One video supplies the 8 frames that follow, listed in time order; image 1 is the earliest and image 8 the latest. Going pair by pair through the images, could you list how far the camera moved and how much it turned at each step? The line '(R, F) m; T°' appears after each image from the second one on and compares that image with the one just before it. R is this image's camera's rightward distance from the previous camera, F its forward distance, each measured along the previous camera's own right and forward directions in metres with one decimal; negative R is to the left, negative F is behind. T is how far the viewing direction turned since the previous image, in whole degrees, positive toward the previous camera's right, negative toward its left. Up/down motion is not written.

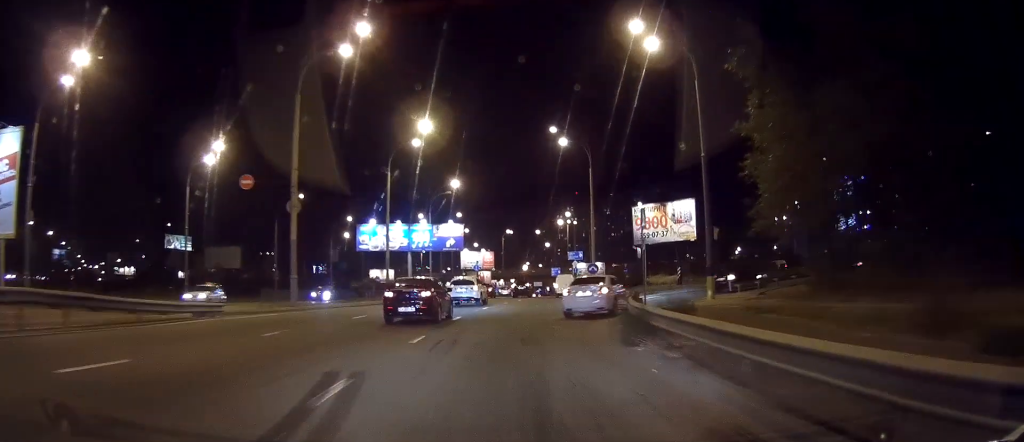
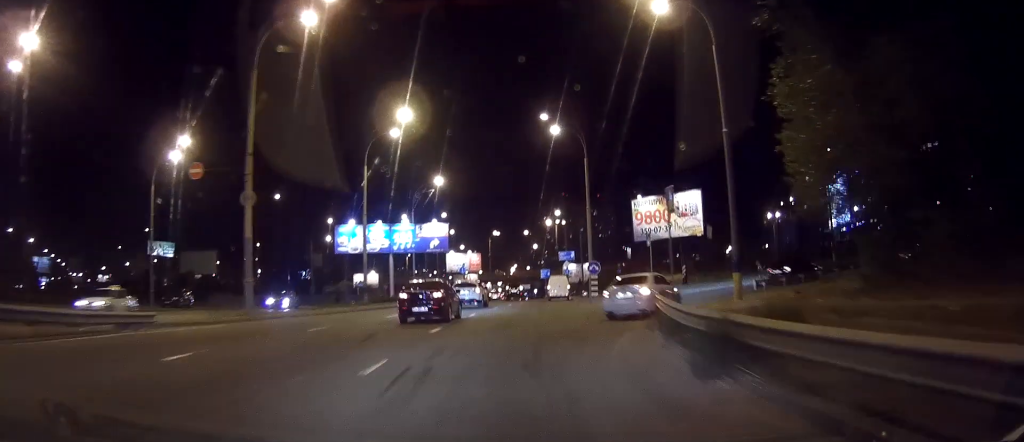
(+0.1, +4.7) m; +1°
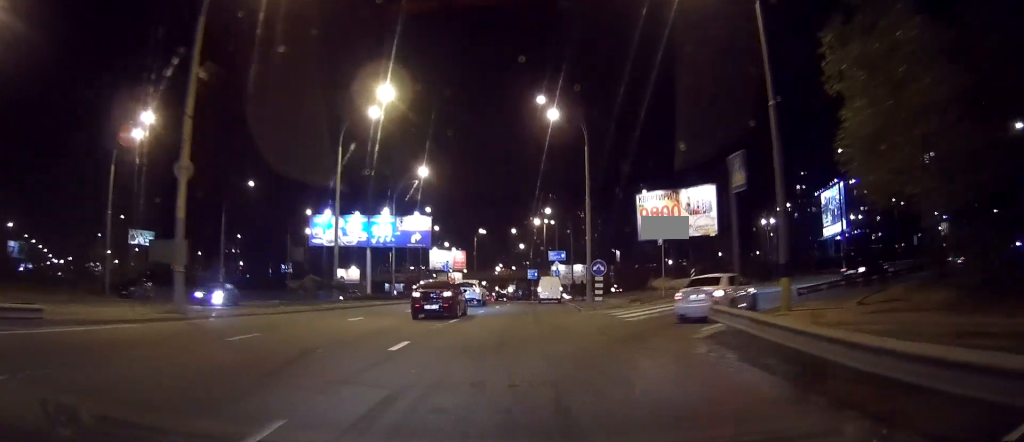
(0.0, +5.5) m; +1°
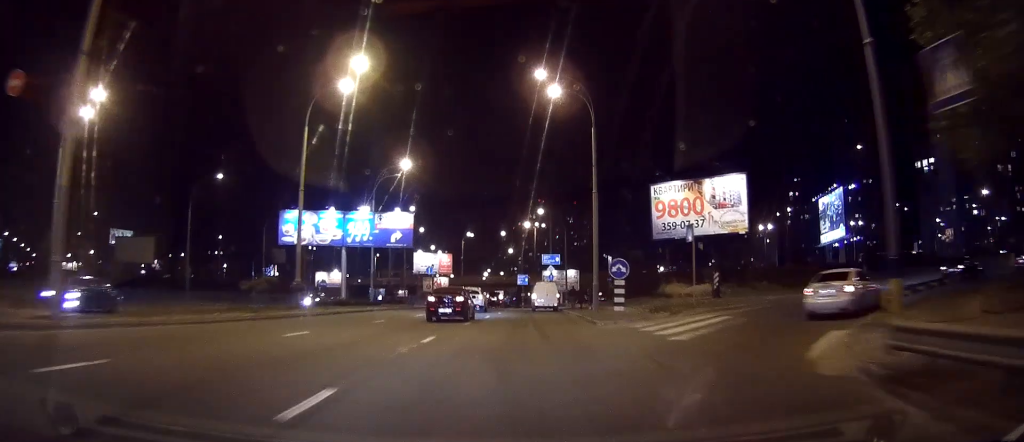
(+0.1, +6.8) m; +1°
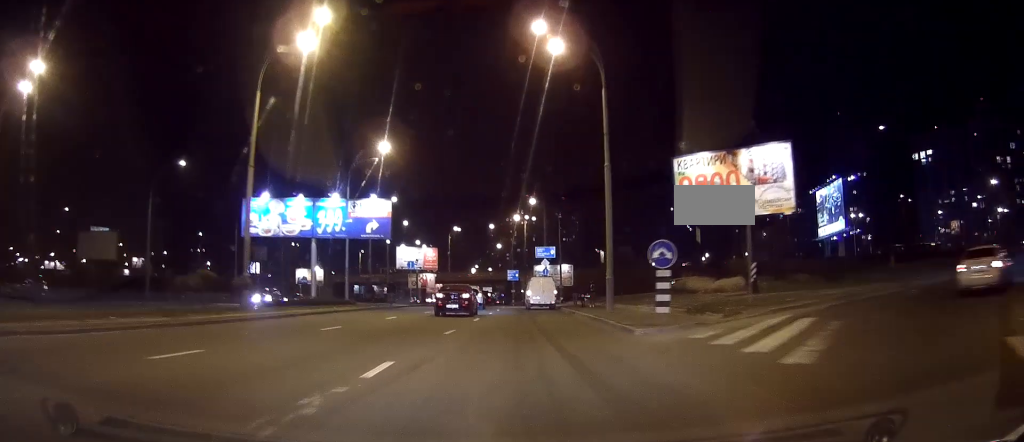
(+0.1, +6.9) m; +1°
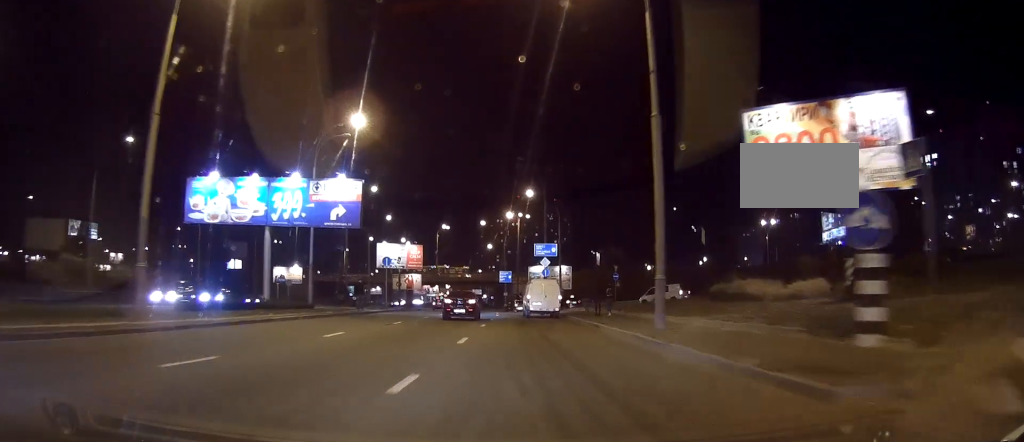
(0.0, +9.7) m; +1°
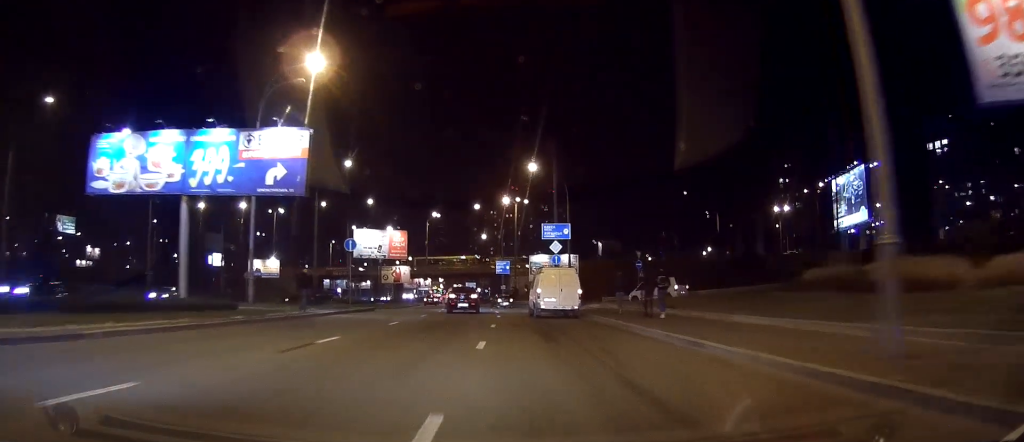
(+0.2, +12.5) m; +1°
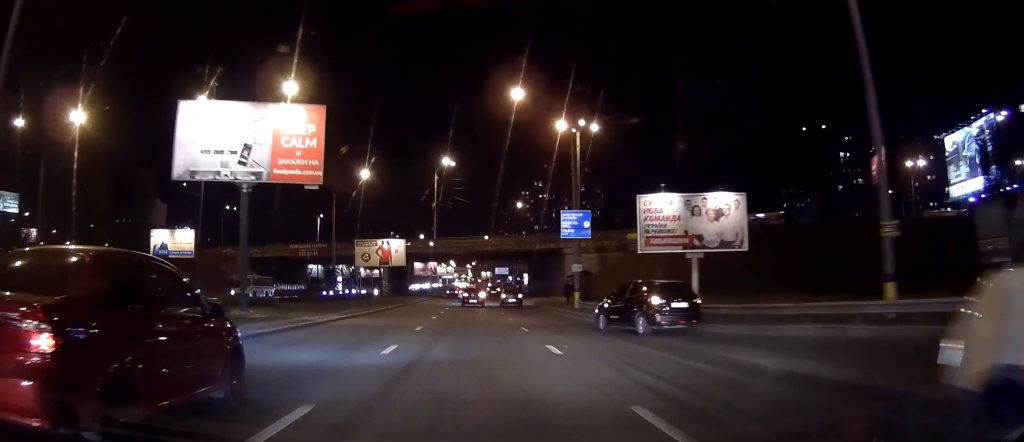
(-0.2, +52.1) m; -2°
